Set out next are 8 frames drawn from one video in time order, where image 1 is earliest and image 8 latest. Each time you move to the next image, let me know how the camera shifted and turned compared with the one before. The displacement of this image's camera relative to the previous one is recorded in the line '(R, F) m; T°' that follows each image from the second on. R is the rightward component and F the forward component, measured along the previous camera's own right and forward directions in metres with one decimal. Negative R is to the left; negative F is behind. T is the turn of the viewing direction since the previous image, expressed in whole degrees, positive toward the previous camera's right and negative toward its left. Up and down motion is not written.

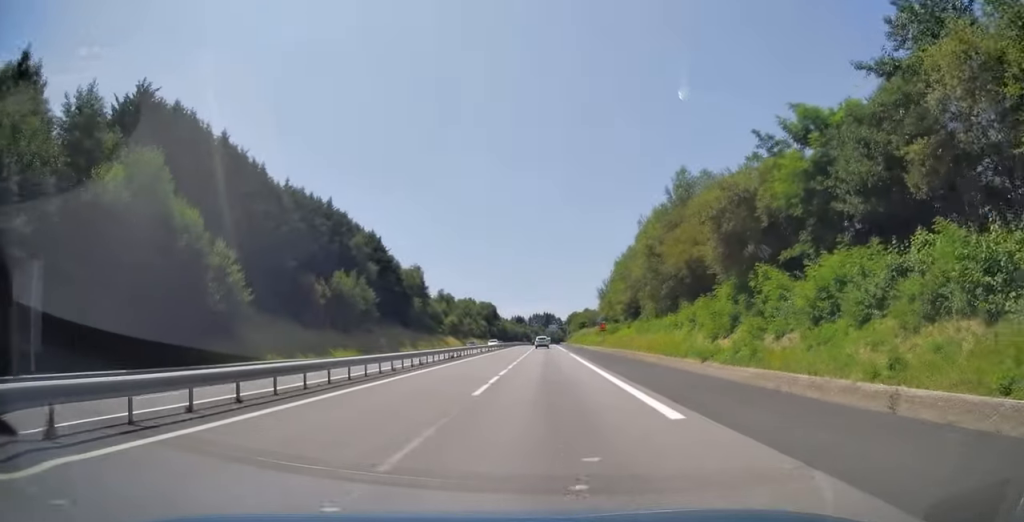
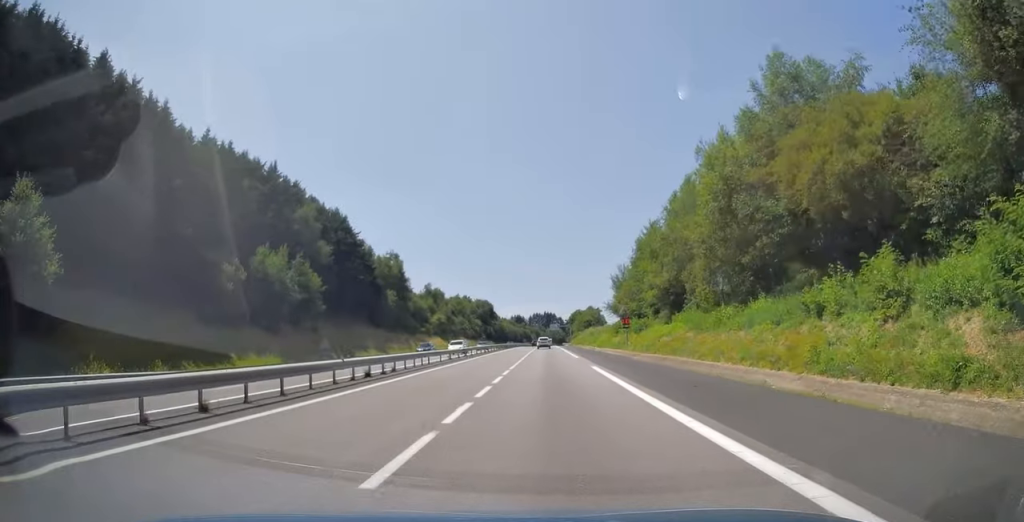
(0.0, +22.1) m; 0°
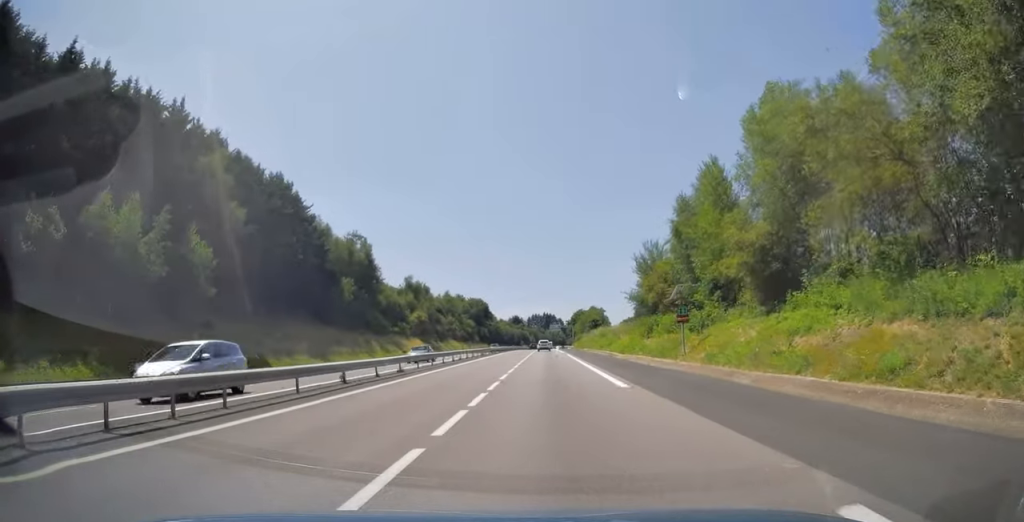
(+0.1, +23.2) m; 0°
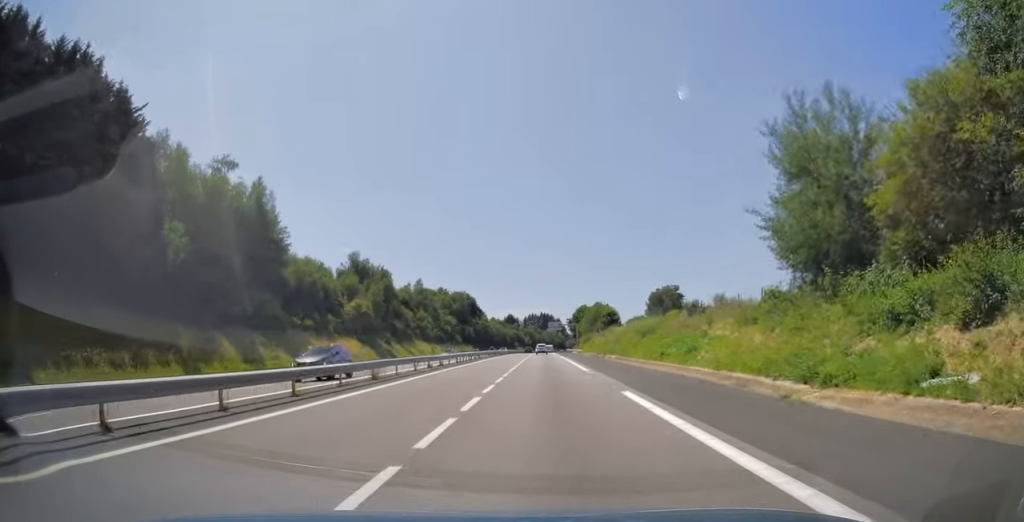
(+0.2, +40.1) m; 0°
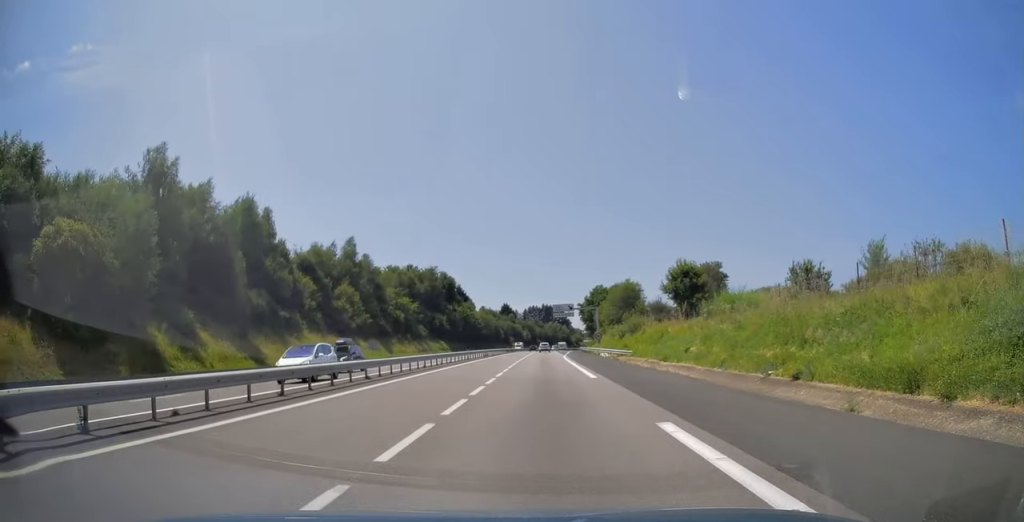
(0.0, +57.8) m; 0°
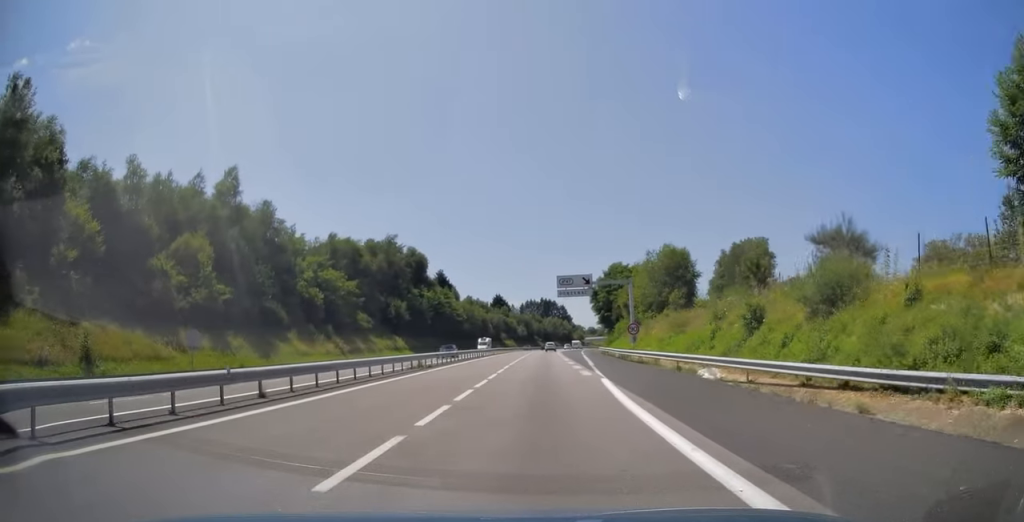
(0.0, +41.1) m; 0°
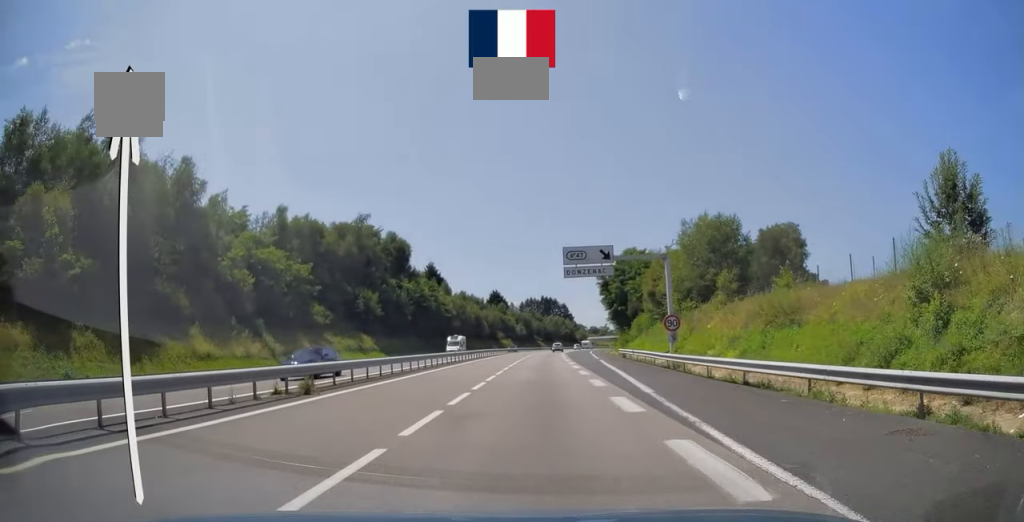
(0.0, +18.3) m; 0°
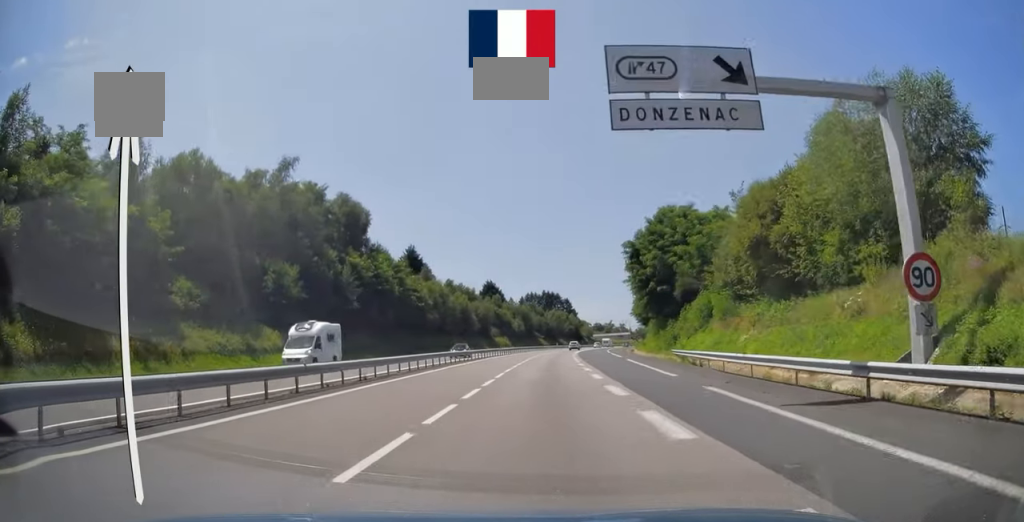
(0.0, +29.5) m; 0°
